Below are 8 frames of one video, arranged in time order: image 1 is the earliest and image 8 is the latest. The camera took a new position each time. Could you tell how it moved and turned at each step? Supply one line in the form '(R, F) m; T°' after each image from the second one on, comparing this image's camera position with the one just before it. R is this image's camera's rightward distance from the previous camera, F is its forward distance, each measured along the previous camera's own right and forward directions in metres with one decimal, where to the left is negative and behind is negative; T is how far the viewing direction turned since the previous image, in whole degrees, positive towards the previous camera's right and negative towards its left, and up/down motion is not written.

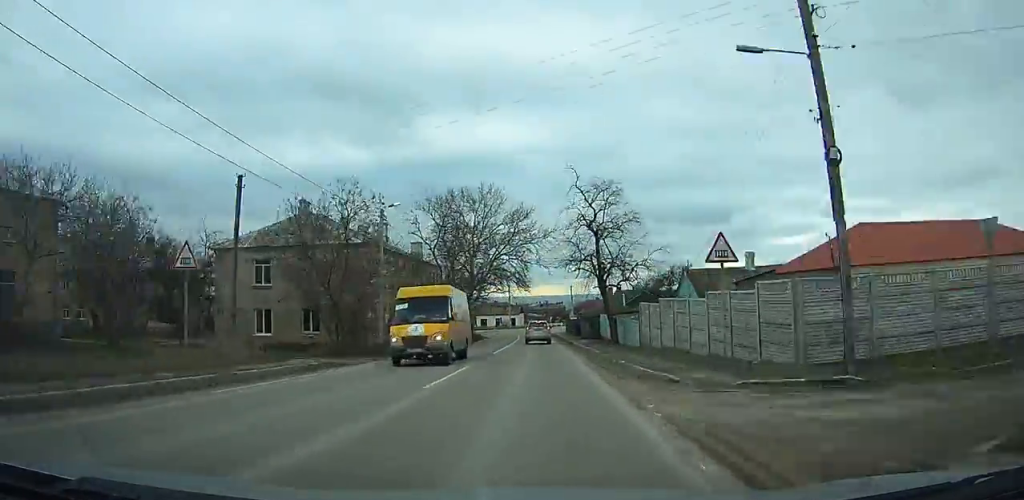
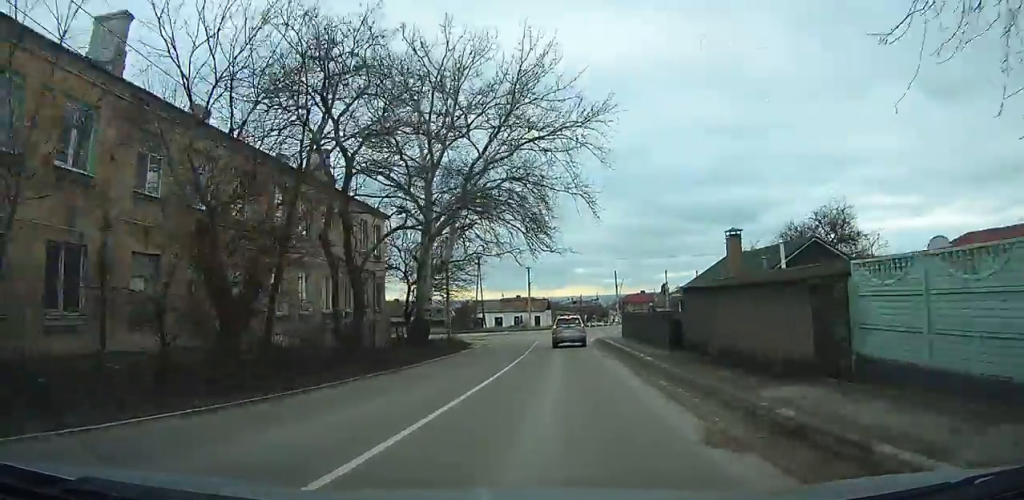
(-0.8, +30.2) m; -2°
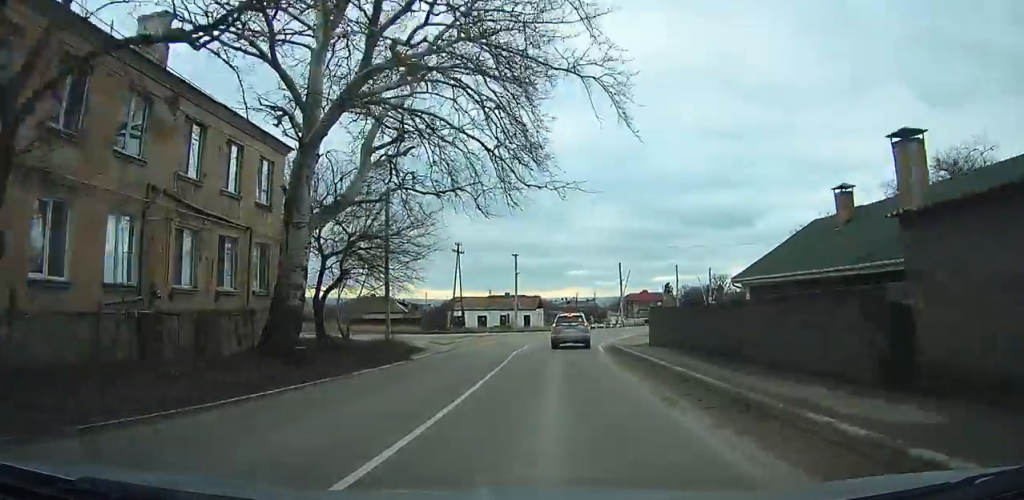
(-0.2, +13.2) m; 0°
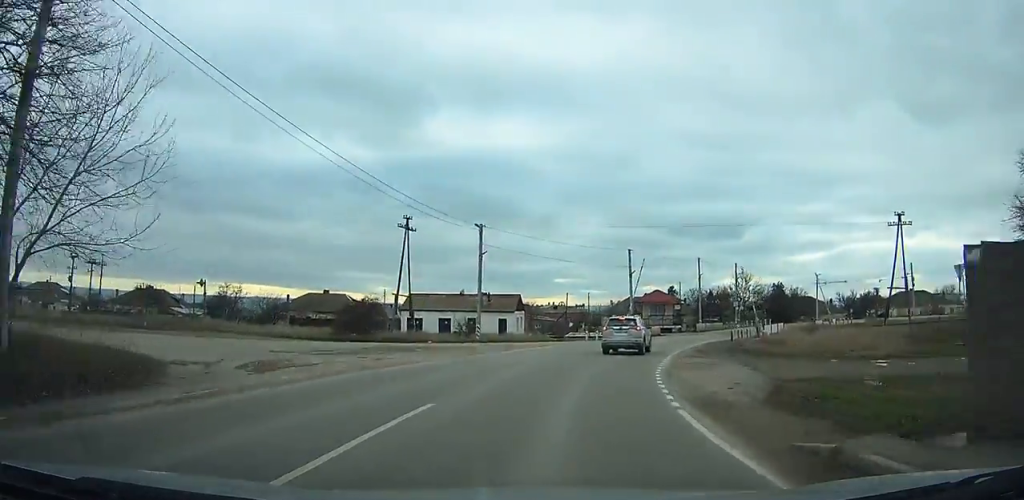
(+0.2, +22.1) m; +5°
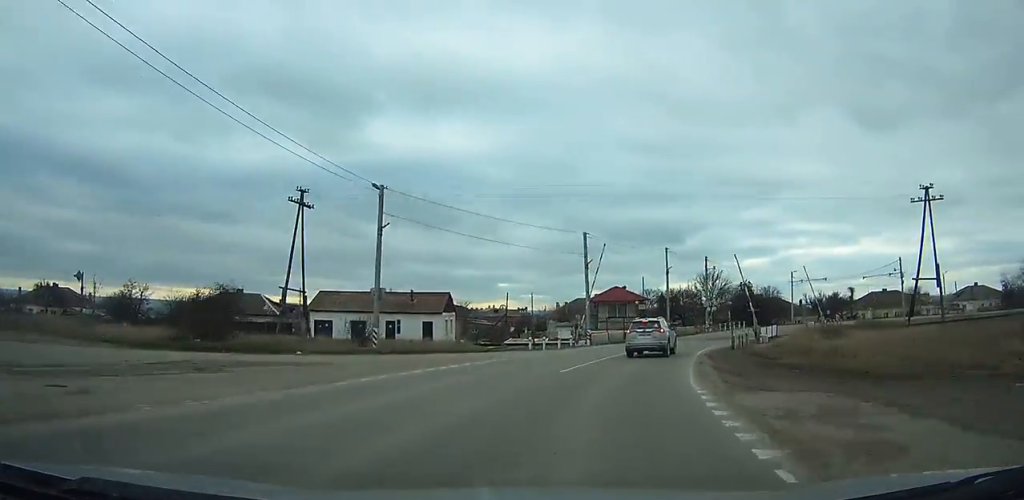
(+0.9, +12.0) m; +7°
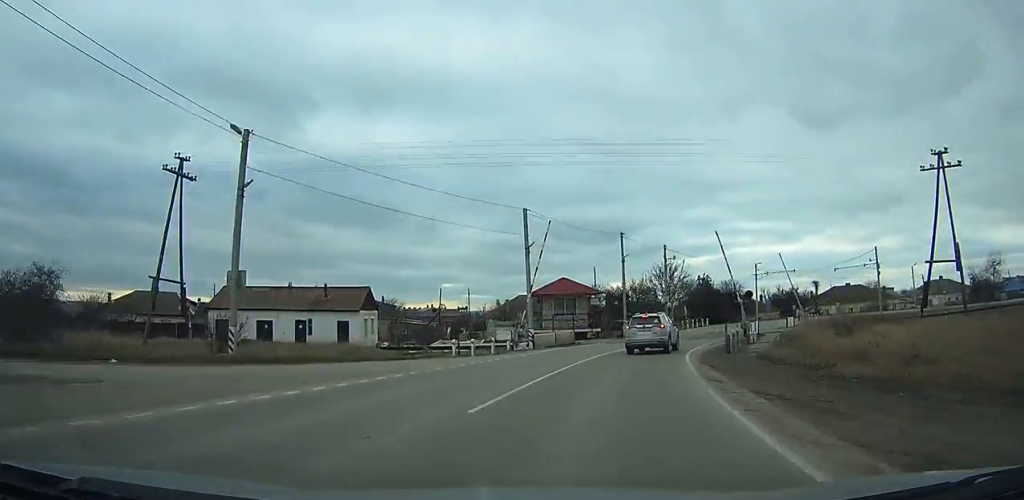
(+0.3, +8.1) m; +5°
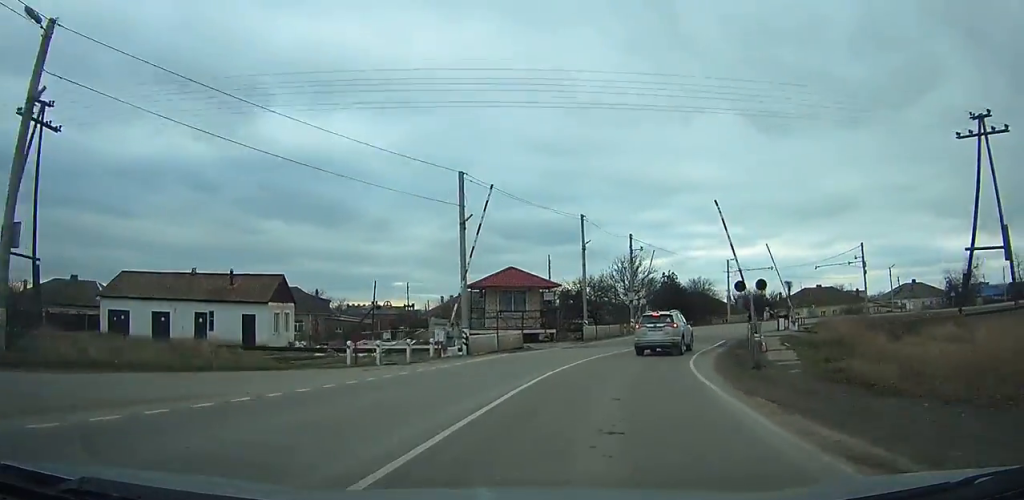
(+0.4, +7.0) m; +5°
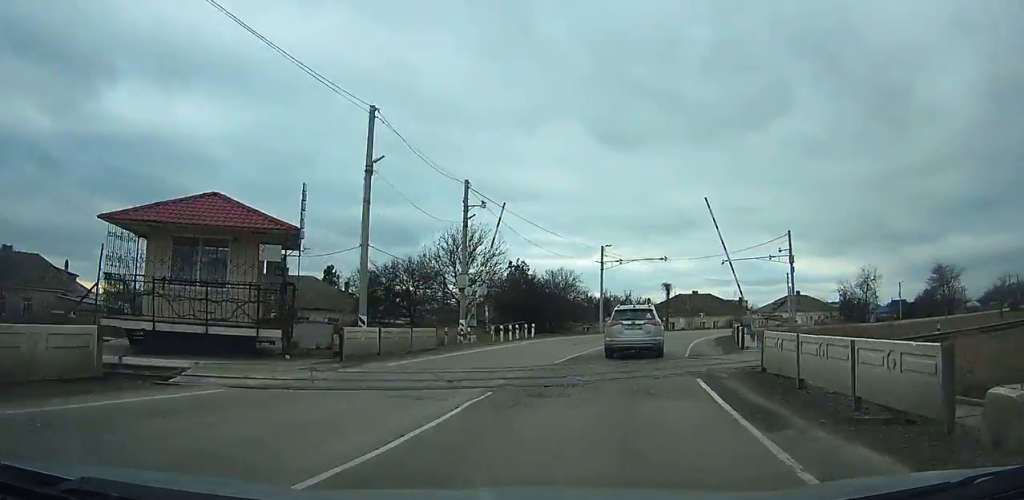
(+2.4, +18.8) m; +14°
